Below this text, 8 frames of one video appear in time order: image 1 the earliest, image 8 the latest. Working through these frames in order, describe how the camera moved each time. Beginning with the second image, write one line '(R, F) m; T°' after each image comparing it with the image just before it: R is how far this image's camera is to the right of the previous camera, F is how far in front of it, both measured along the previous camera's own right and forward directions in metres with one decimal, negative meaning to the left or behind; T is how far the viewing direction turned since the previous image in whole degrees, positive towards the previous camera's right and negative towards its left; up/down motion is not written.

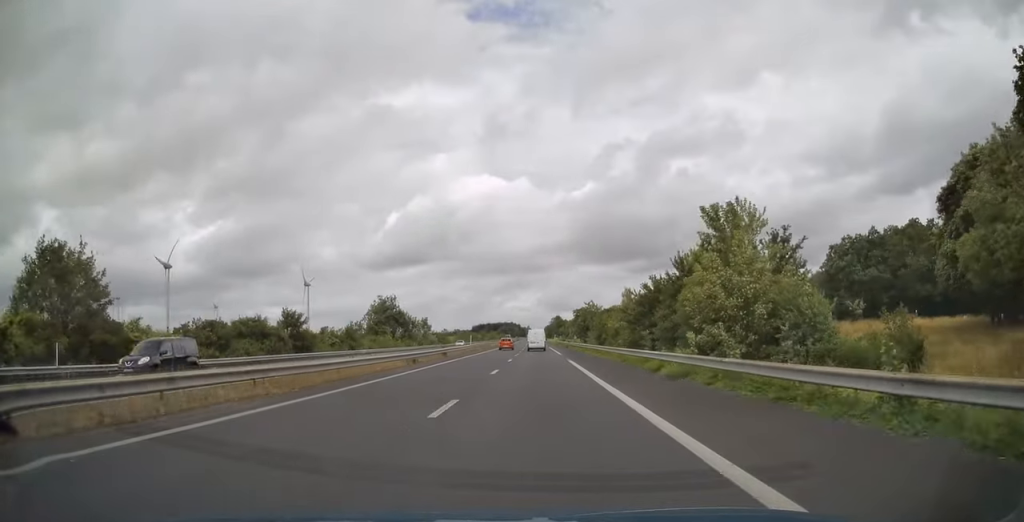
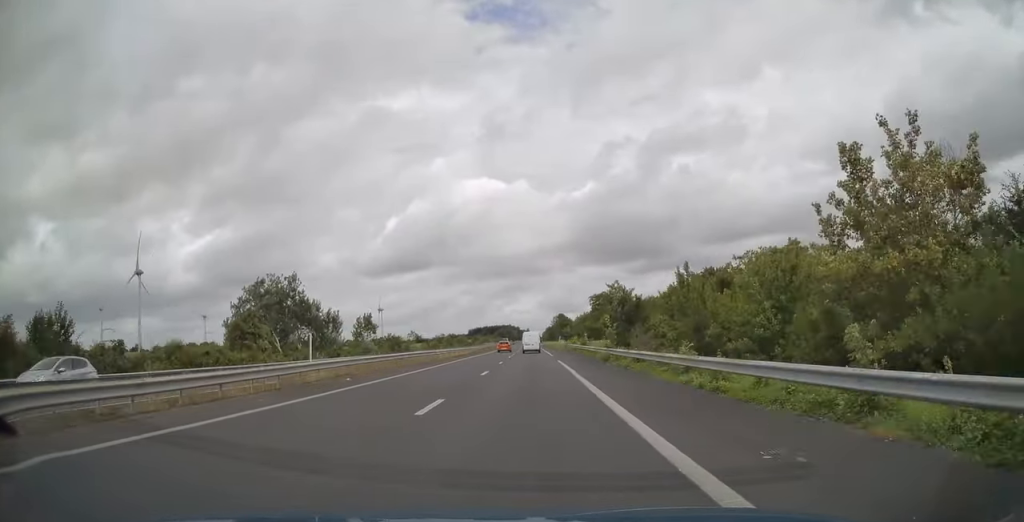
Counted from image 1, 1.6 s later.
(0.0, +51.9) m; 0°
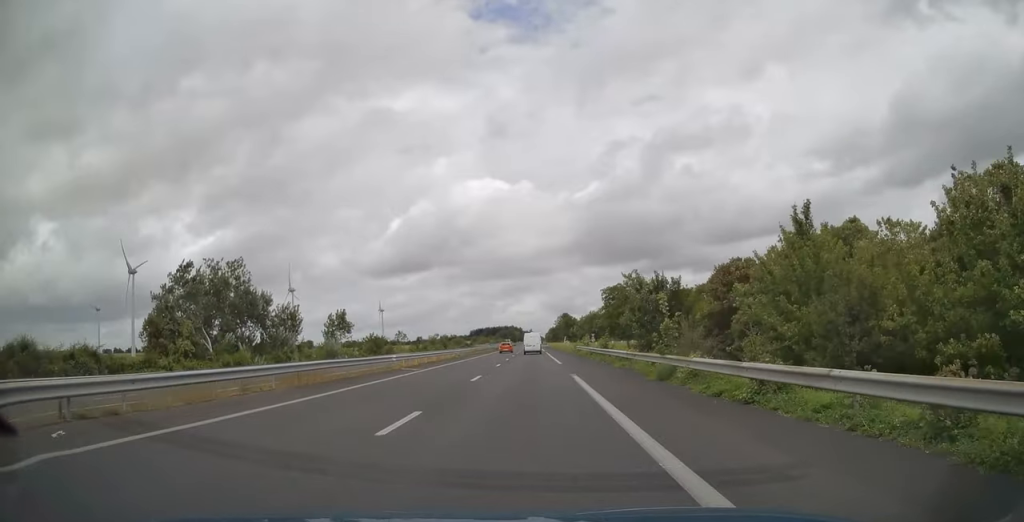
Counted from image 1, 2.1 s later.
(0.0, +15.6) m; 0°
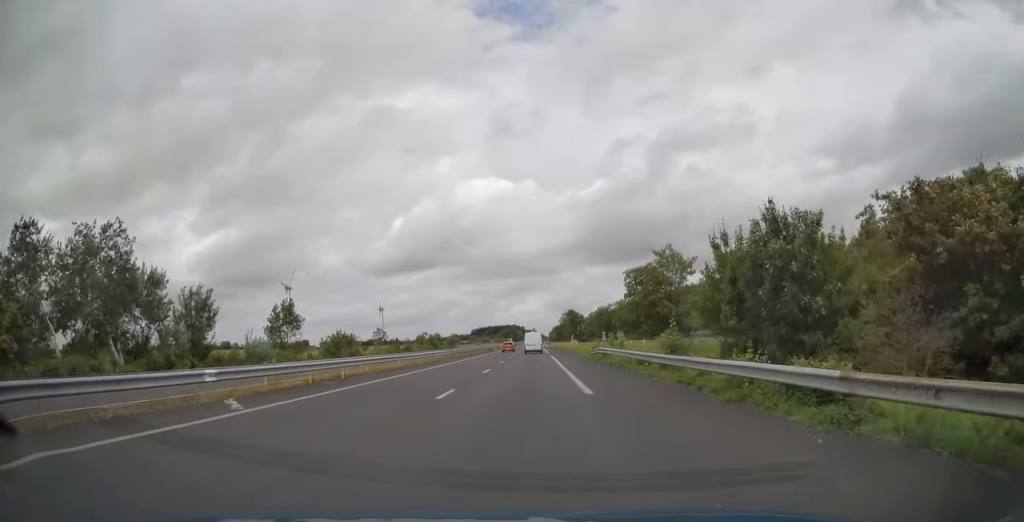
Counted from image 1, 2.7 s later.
(-0.1, +20.4) m; 0°
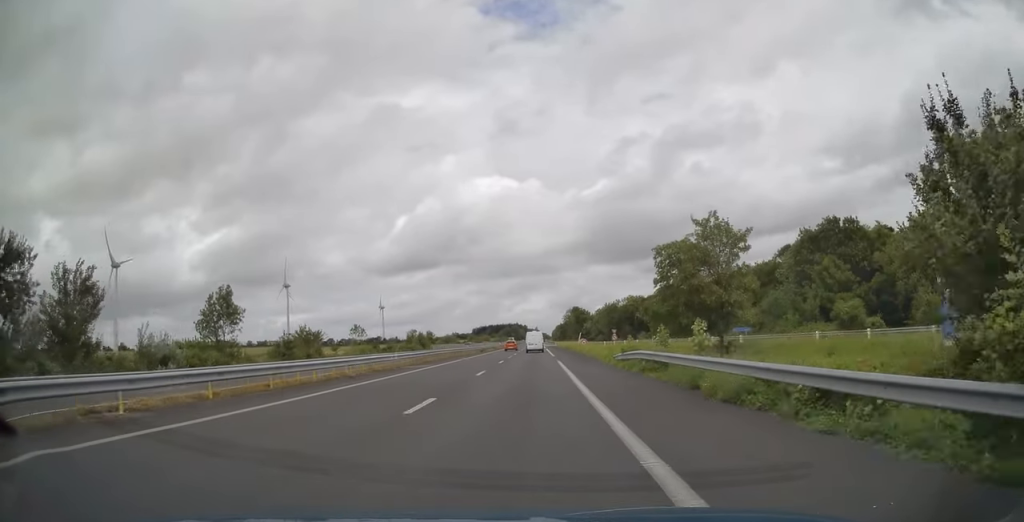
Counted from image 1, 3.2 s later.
(-0.1, +15.5) m; 0°
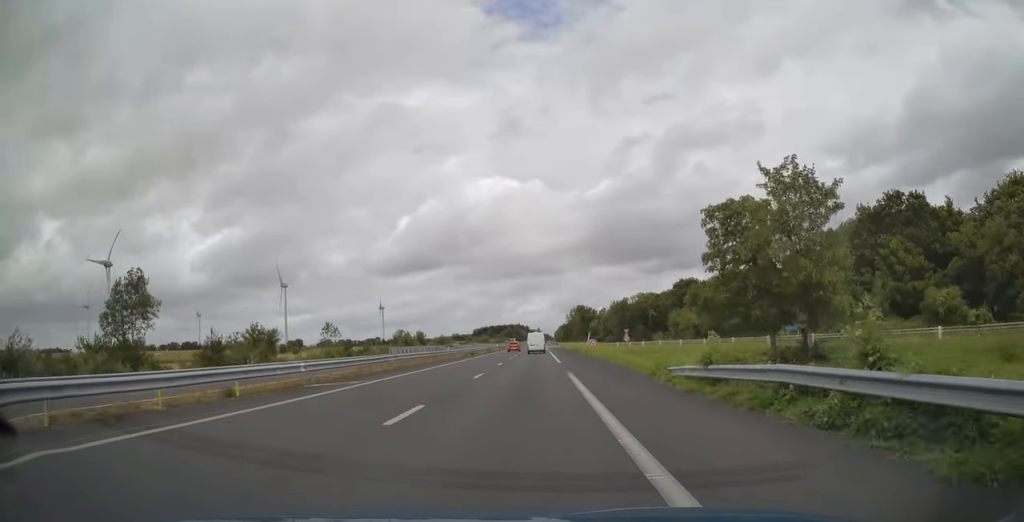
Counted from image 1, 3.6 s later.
(0.0, +14.5) m; 0°
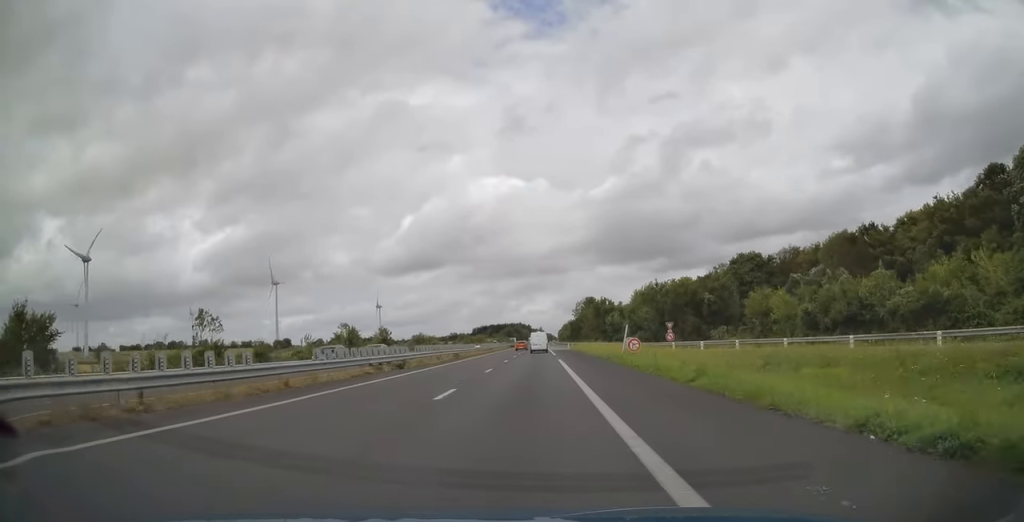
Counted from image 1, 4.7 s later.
(-0.1, +34.8) m; 0°
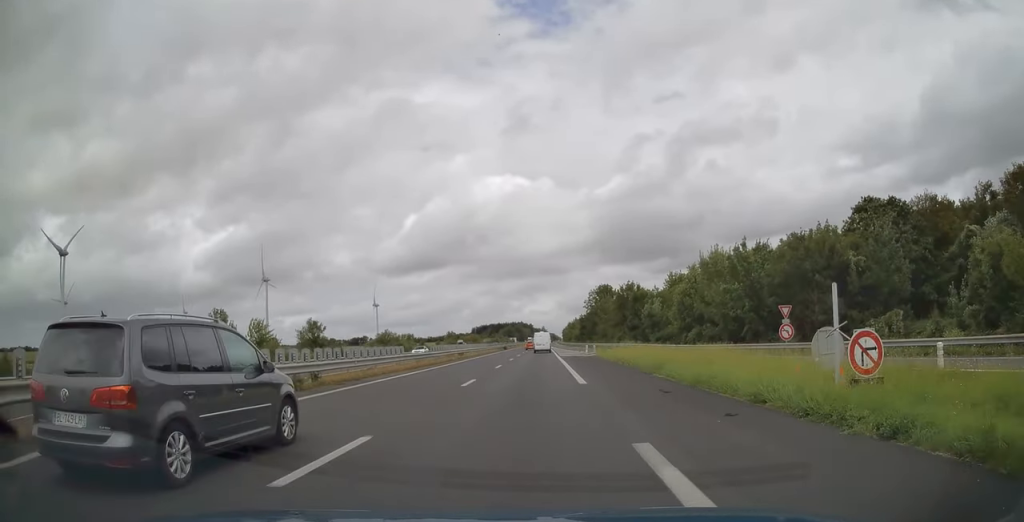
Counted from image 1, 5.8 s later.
(0.0, +34.7) m; 0°
